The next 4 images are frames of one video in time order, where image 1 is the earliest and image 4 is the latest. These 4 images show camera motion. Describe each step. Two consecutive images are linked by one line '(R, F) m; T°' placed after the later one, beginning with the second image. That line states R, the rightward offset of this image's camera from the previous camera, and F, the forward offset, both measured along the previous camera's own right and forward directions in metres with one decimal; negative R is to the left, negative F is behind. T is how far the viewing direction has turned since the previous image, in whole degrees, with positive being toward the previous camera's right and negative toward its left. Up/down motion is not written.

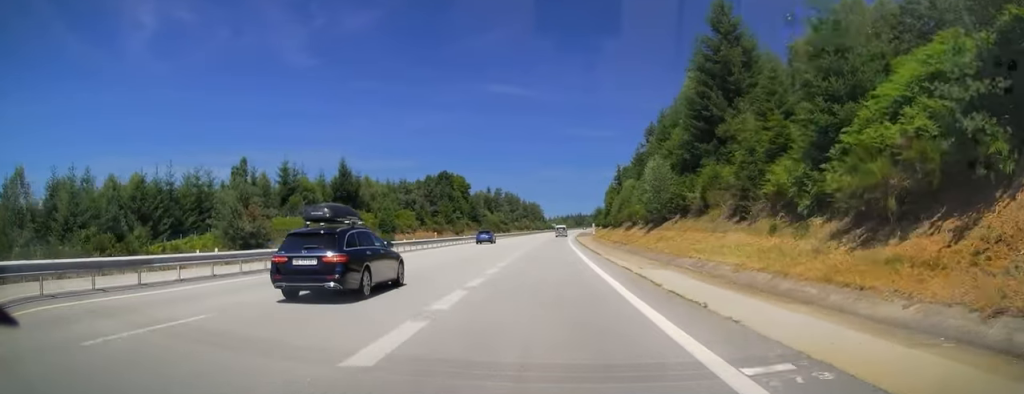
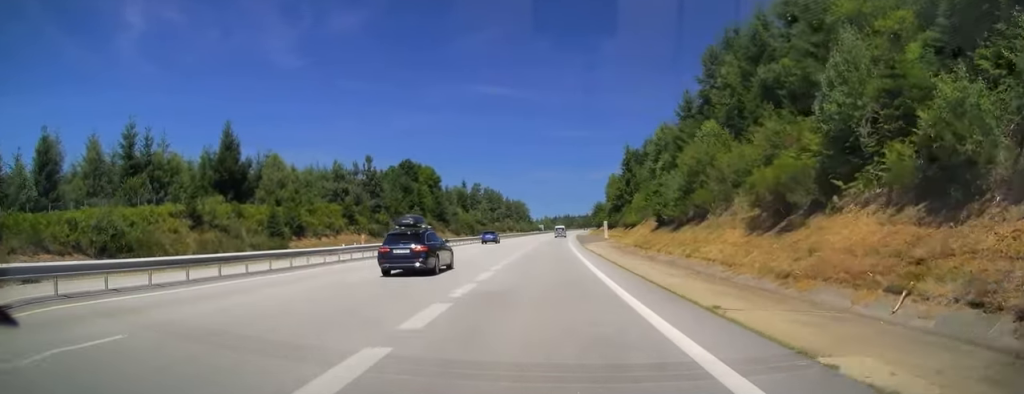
(+0.4, +41.1) m; +1°
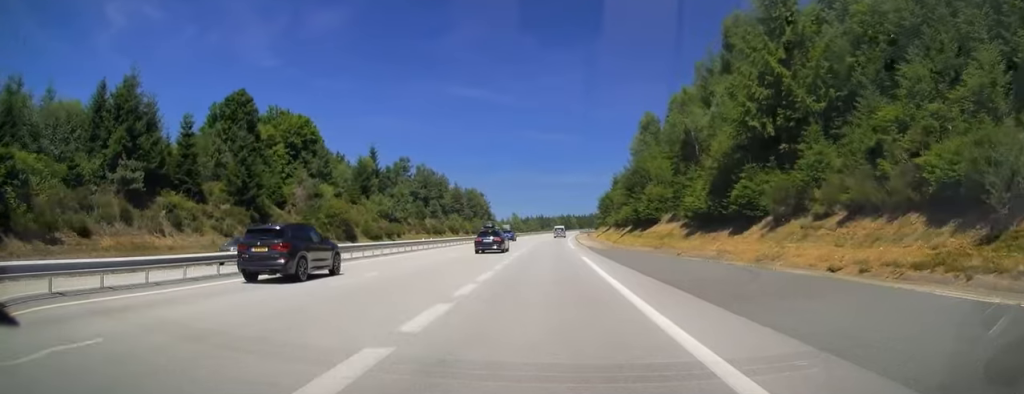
(+2.7, +91.6) m; +3°
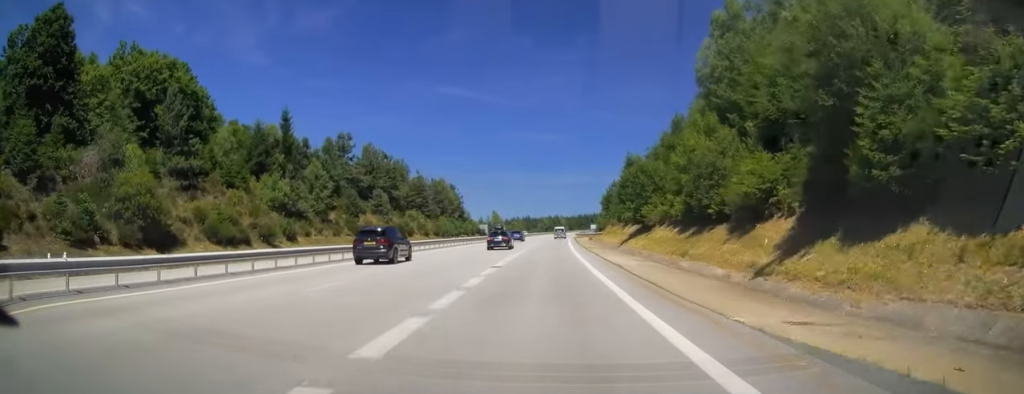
(+0.3, +41.2) m; +1°
